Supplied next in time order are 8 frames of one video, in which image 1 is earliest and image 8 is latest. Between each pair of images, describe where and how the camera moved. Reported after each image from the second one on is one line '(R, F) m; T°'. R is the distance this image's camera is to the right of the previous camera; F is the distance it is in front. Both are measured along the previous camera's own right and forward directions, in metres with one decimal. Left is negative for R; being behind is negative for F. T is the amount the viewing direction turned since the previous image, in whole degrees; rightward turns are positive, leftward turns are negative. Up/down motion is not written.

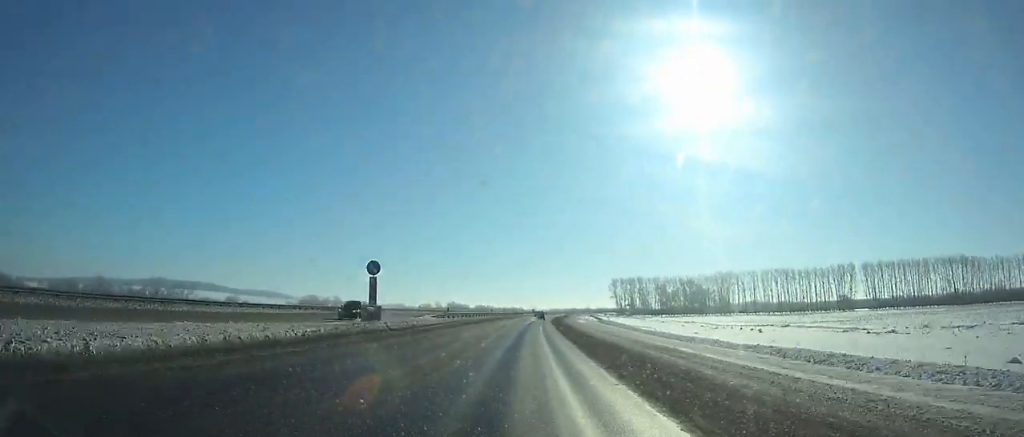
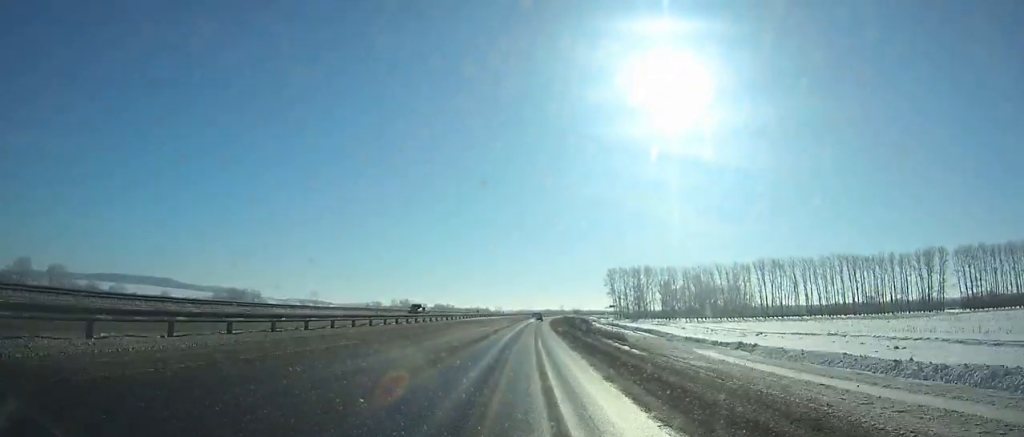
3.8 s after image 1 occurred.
(+2.6, +94.4) m; +3°
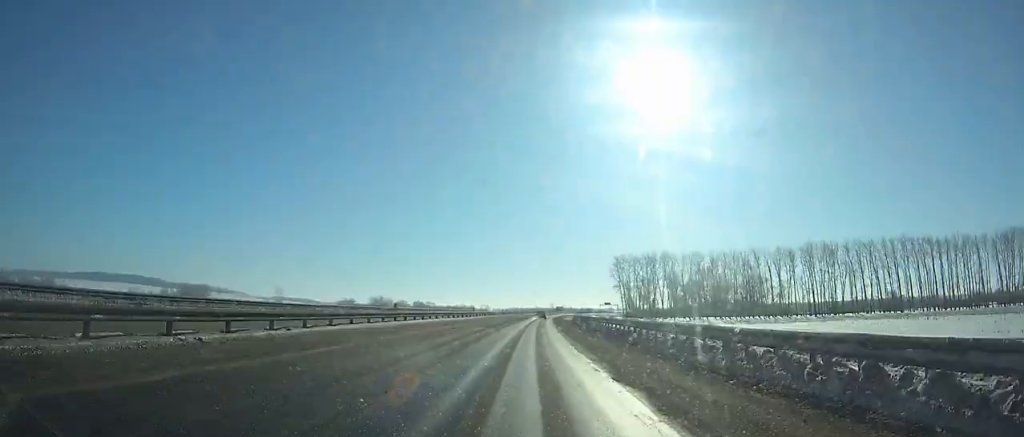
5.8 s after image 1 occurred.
(+0.7, +48.0) m; +2°
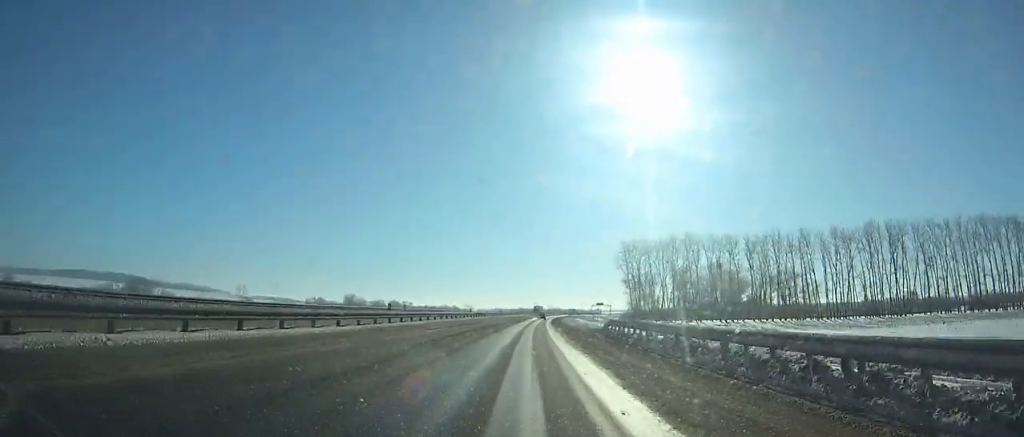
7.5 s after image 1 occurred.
(+0.1, +40.3) m; +1°
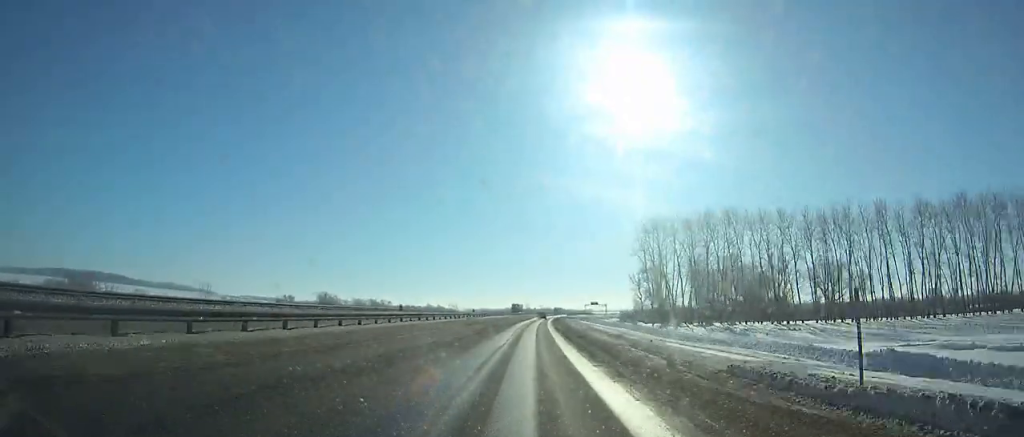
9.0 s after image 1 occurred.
(+0.7, +35.9) m; +1°
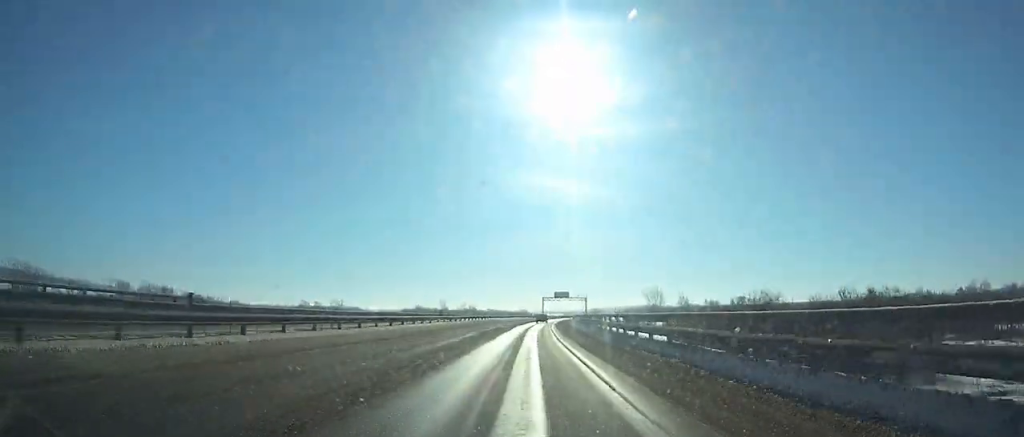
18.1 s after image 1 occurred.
(+13.3, +222.8) m; +7°
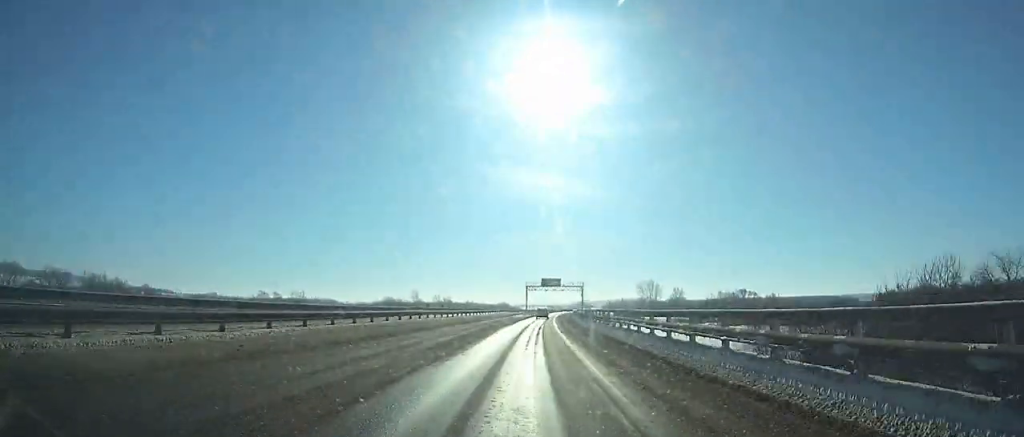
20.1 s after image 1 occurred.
(+0.6, +45.8) m; +2°
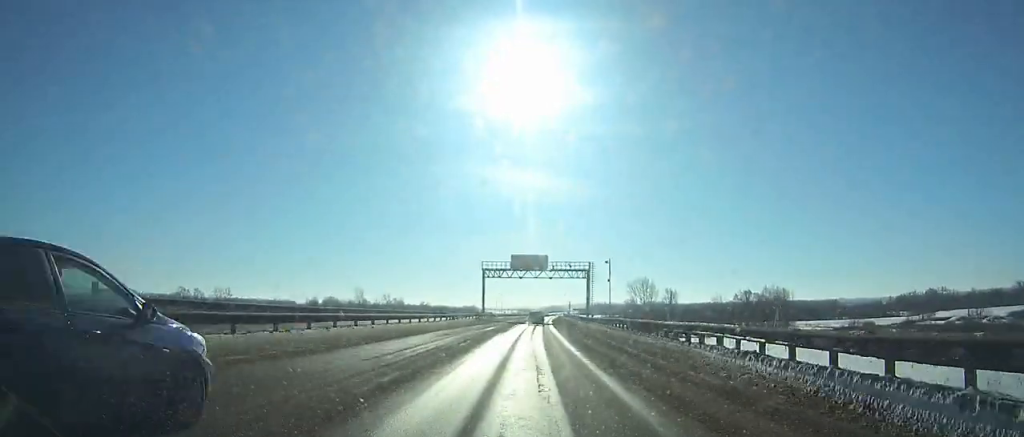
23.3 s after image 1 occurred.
(+1.8, +70.2) m; +3°
